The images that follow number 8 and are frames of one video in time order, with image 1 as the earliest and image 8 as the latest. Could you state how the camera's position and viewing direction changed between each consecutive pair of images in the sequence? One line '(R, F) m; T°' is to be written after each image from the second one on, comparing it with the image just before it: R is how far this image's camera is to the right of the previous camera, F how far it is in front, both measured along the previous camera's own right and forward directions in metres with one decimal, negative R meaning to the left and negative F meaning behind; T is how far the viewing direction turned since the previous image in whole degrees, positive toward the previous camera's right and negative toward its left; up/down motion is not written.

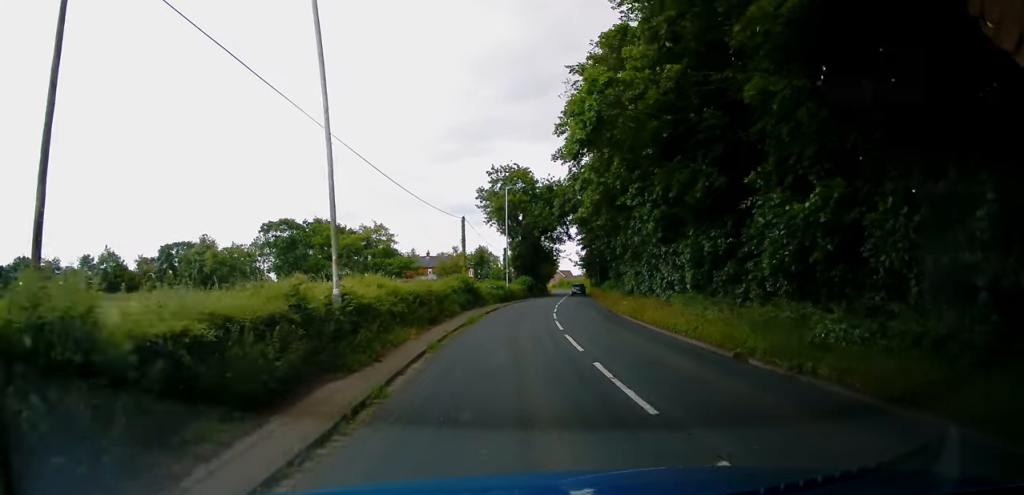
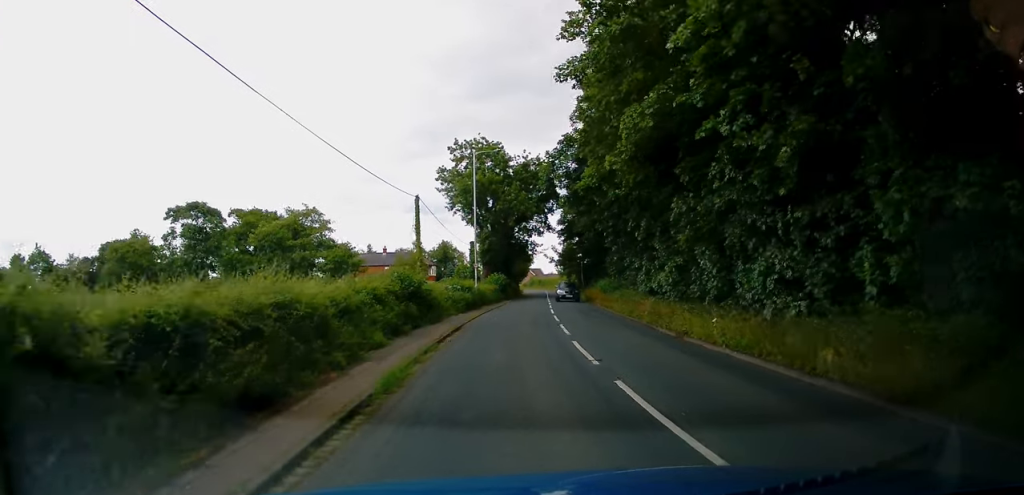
(+0.7, +14.4) m; +4°
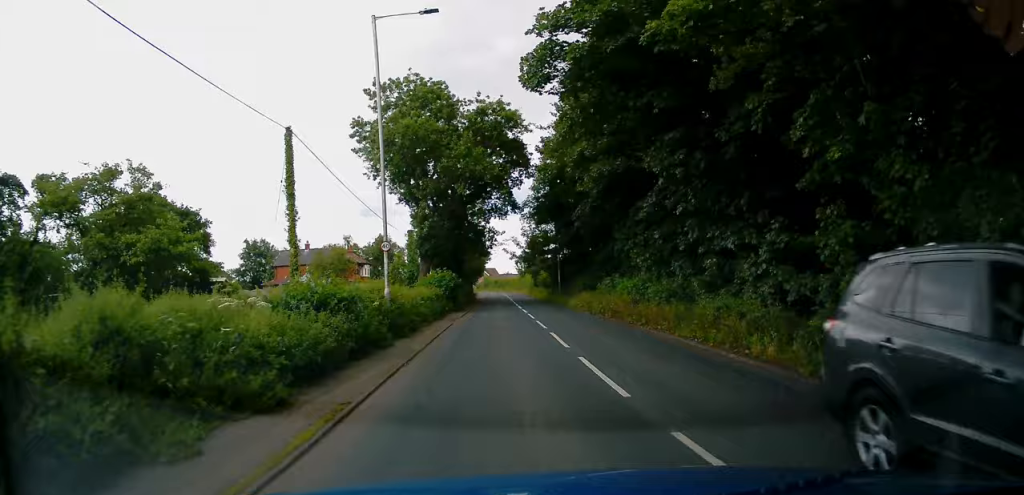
(+0.7, +20.9) m; +4°
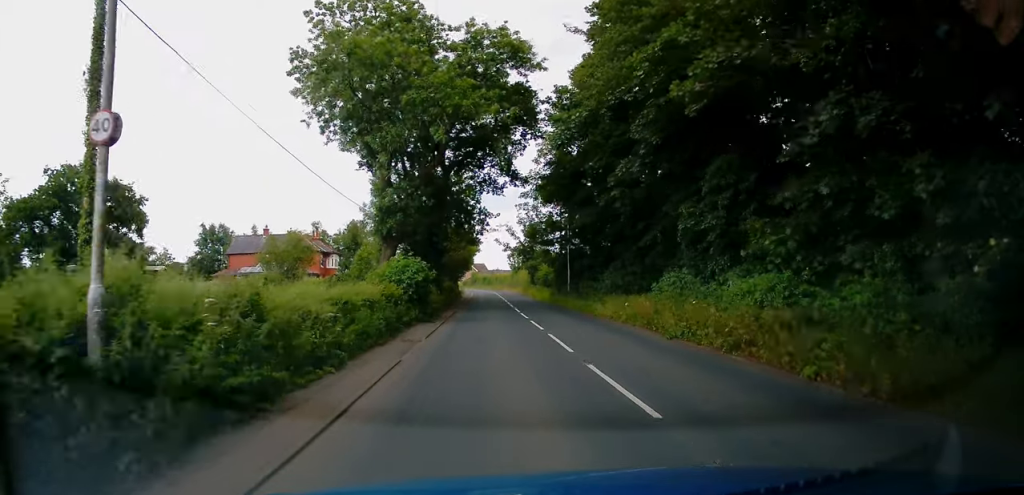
(+0.4, +13.7) m; +2°
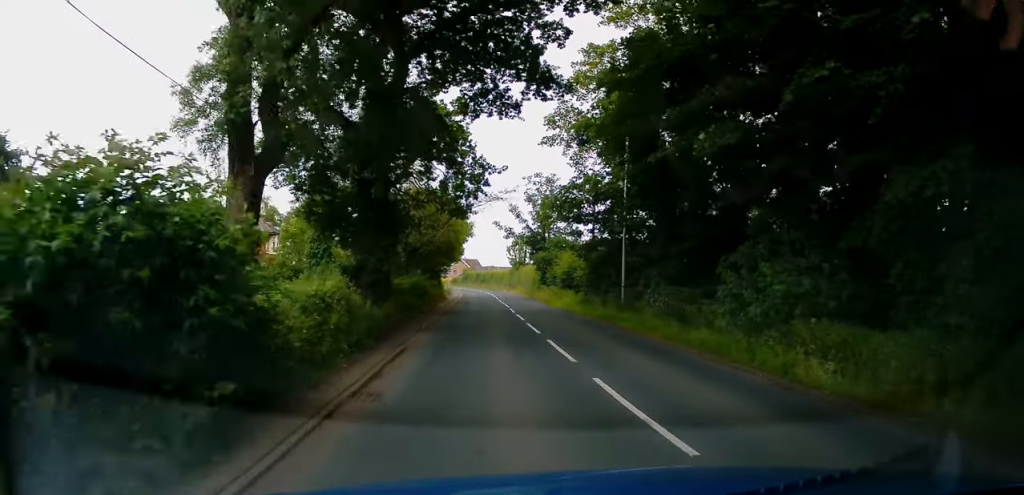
(+0.2, +19.4) m; +1°
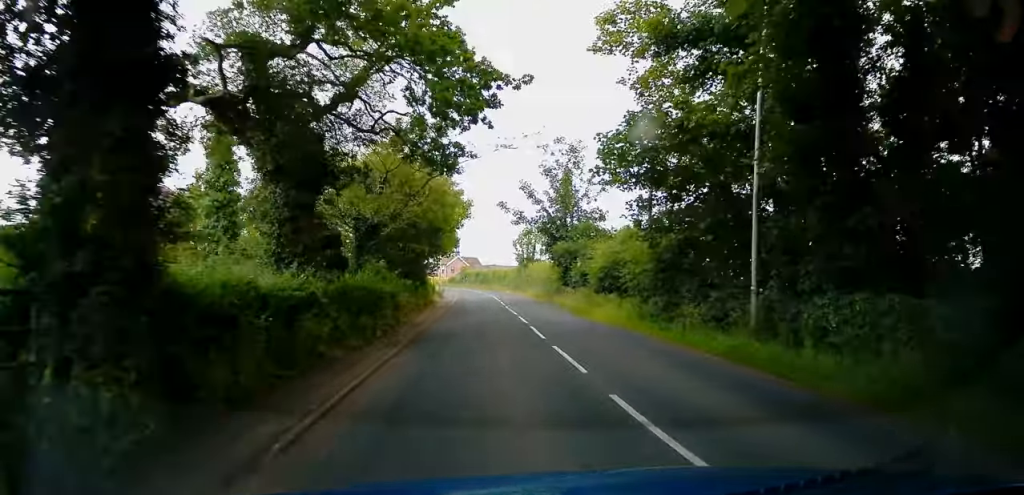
(0.0, +13.4) m; 0°
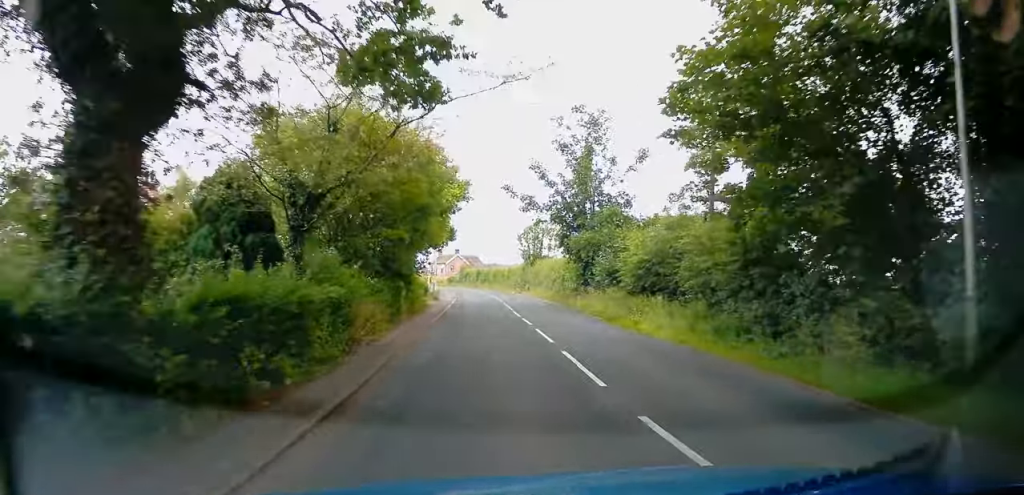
(0.0, +7.5) m; -1°
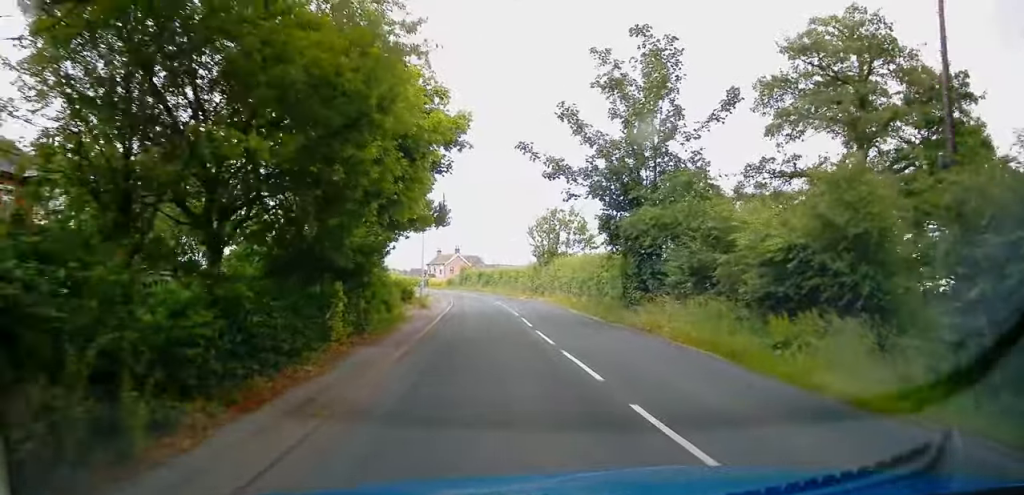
(-0.2, +11.3) m; -1°
